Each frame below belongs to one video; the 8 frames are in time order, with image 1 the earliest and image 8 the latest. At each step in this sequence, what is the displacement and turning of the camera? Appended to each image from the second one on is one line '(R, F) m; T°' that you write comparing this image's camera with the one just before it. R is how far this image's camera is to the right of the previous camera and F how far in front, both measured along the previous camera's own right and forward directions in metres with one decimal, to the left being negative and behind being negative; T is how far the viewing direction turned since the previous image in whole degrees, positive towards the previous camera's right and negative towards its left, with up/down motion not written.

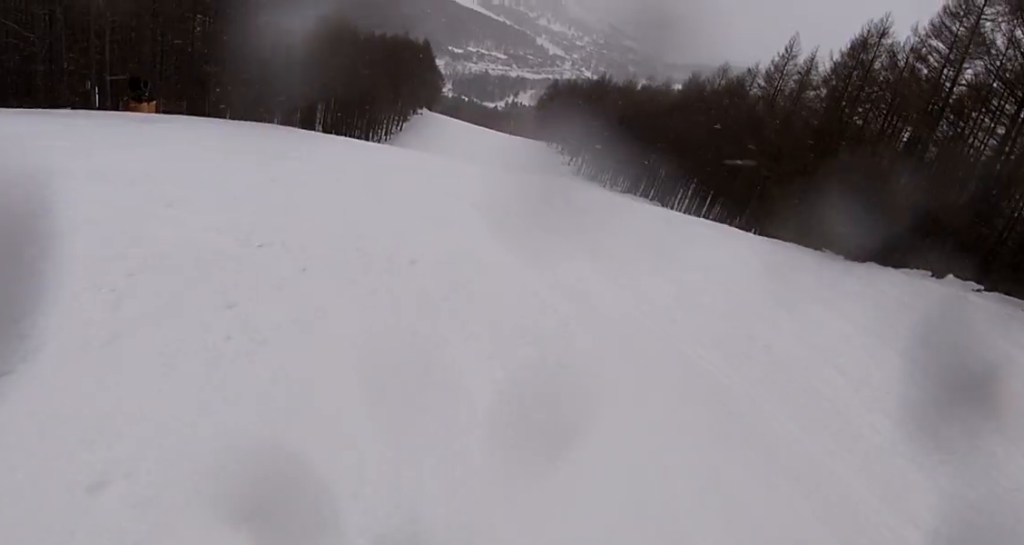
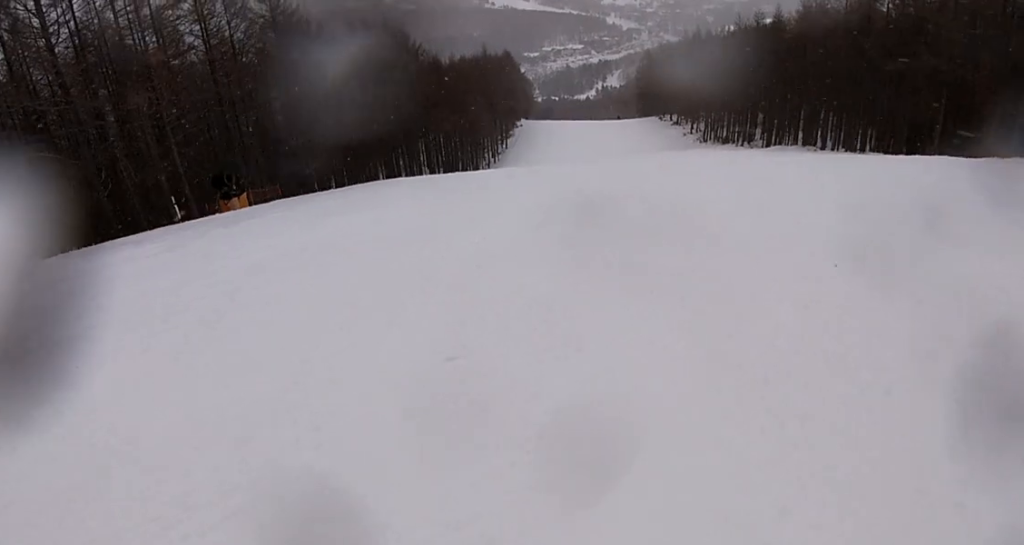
(-1.2, +7.7) m; -1°
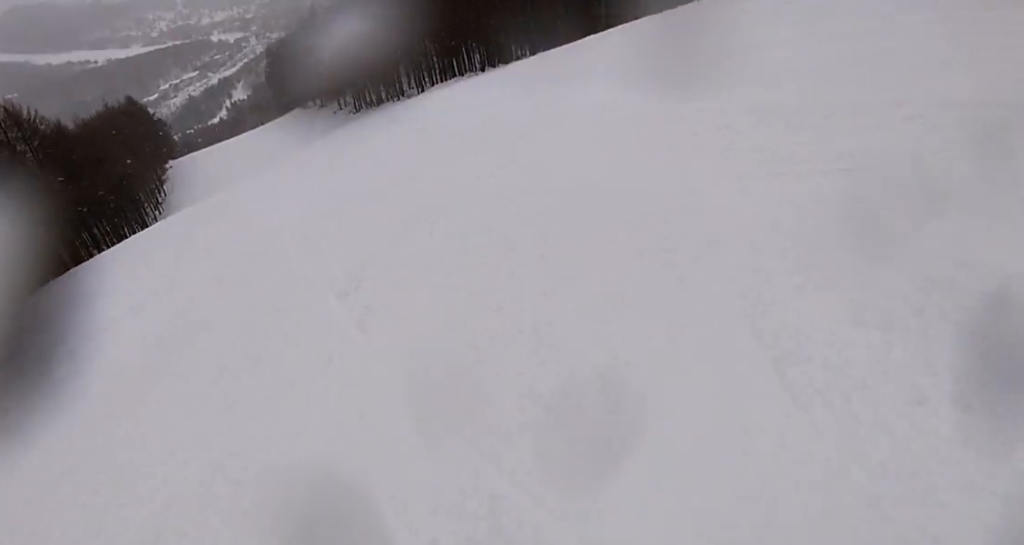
(+0.9, +6.2) m; +25°
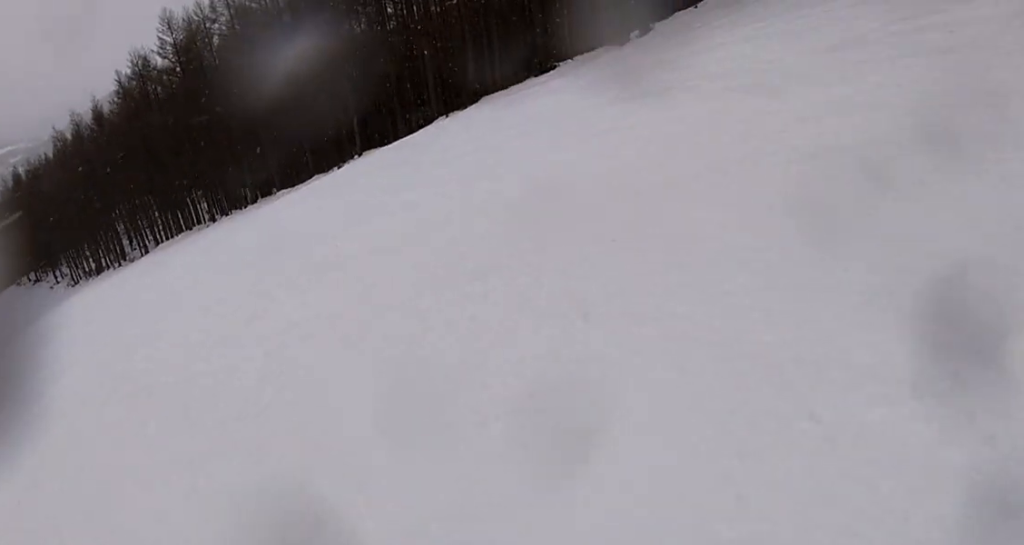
(+3.5, +9.4) m; +22°
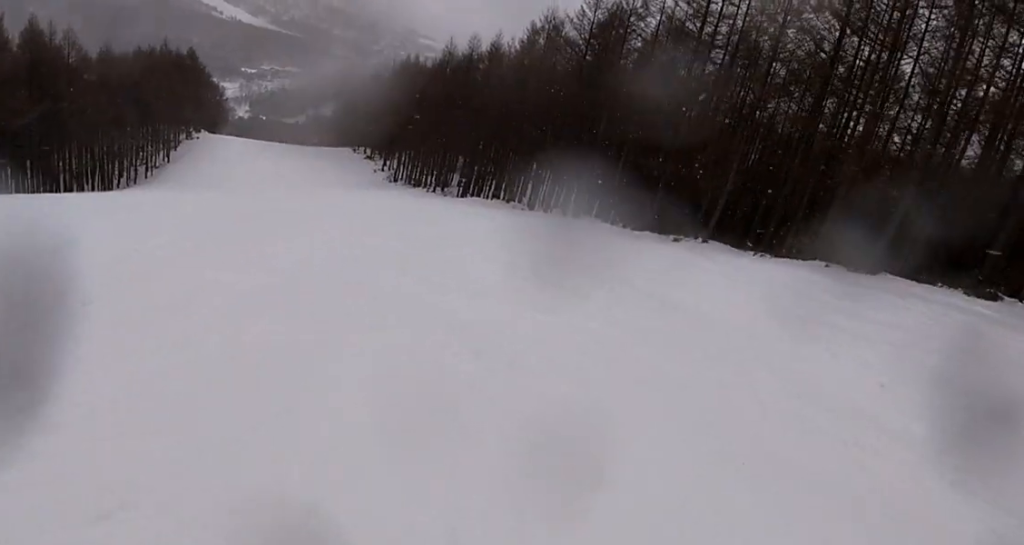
(-0.7, +6.8) m; -27°
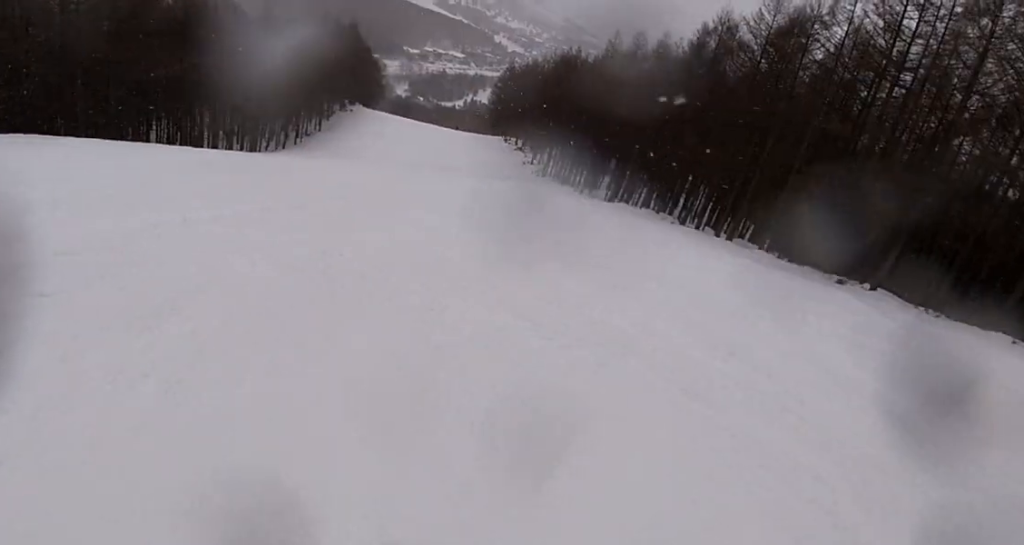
(0.0, +2.2) m; -16°
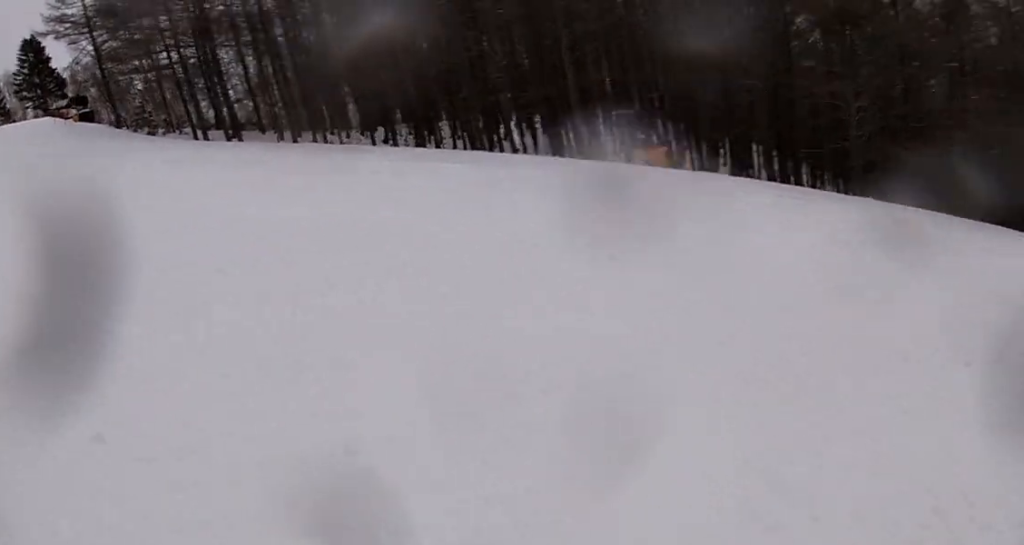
(-2.0, +4.0) m; -36°
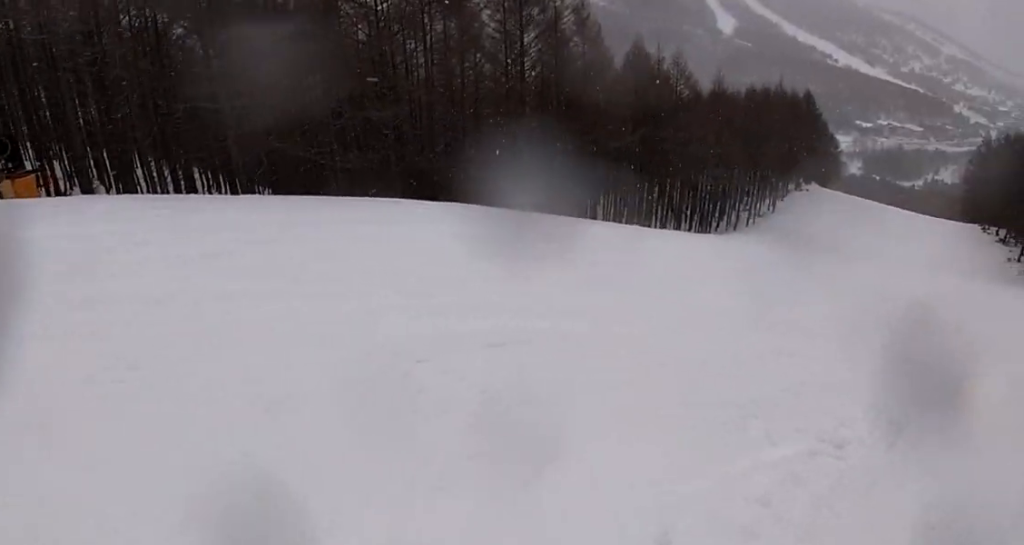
(-0.5, +2.2) m; +7°
